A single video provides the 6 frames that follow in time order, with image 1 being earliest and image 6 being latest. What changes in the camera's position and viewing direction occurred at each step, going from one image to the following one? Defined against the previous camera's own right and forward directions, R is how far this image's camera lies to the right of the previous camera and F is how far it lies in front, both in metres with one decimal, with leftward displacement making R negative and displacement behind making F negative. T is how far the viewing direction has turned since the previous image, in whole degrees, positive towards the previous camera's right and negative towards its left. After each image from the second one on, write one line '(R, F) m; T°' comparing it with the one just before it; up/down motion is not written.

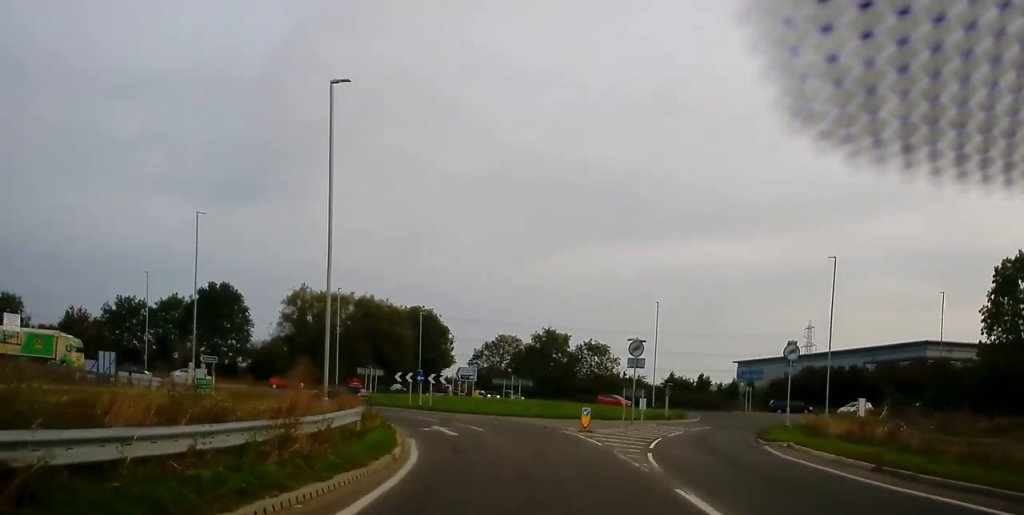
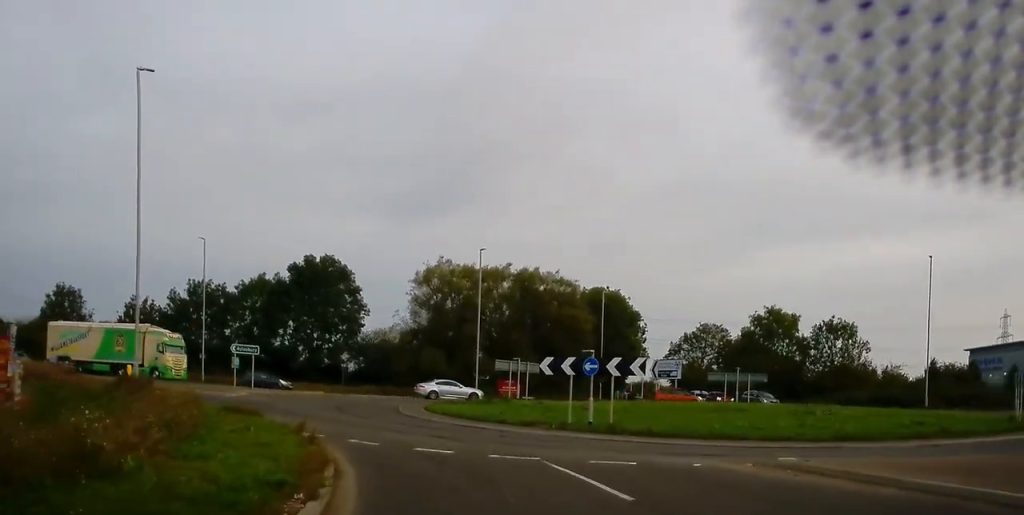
(-3.6, +29.8) m; -12°
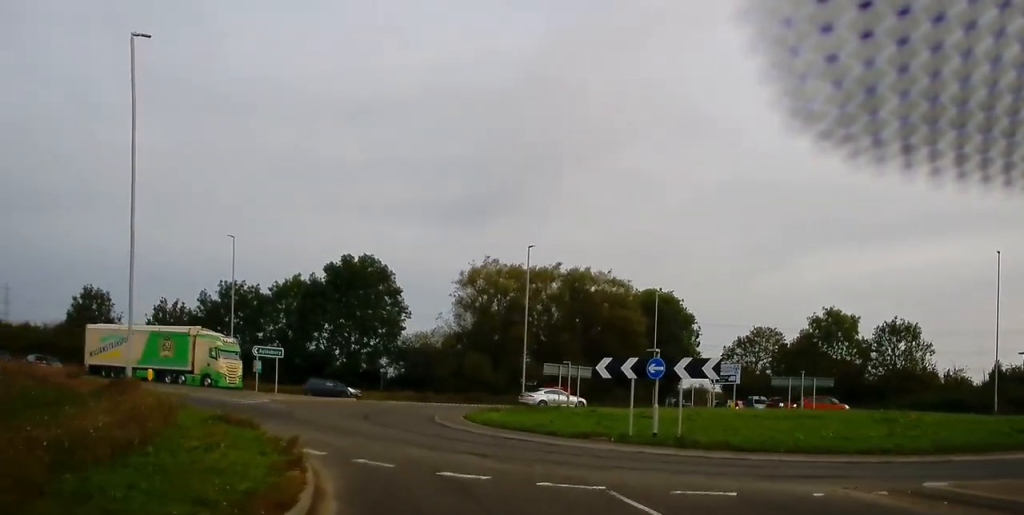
(0.0, +4.4) m; -3°
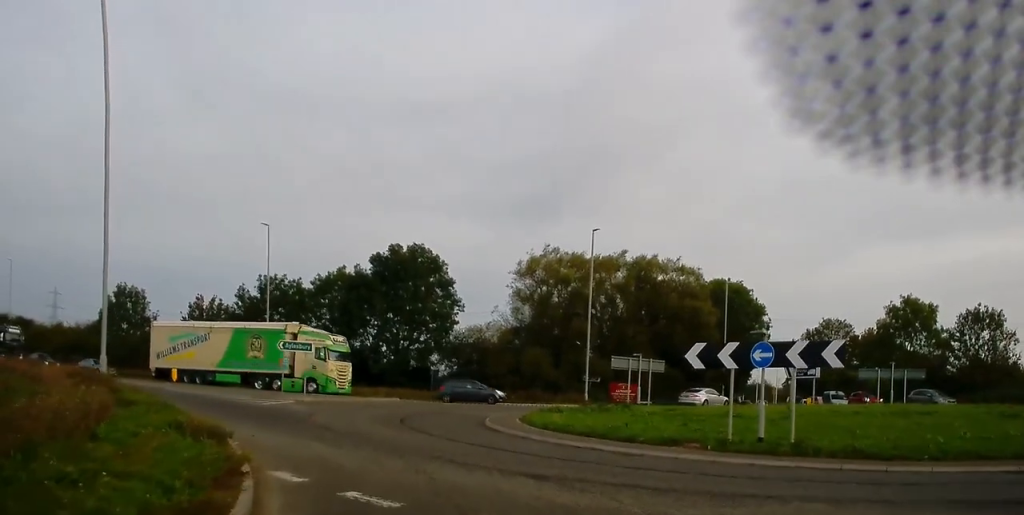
(-0.5, +5.6) m; -9°
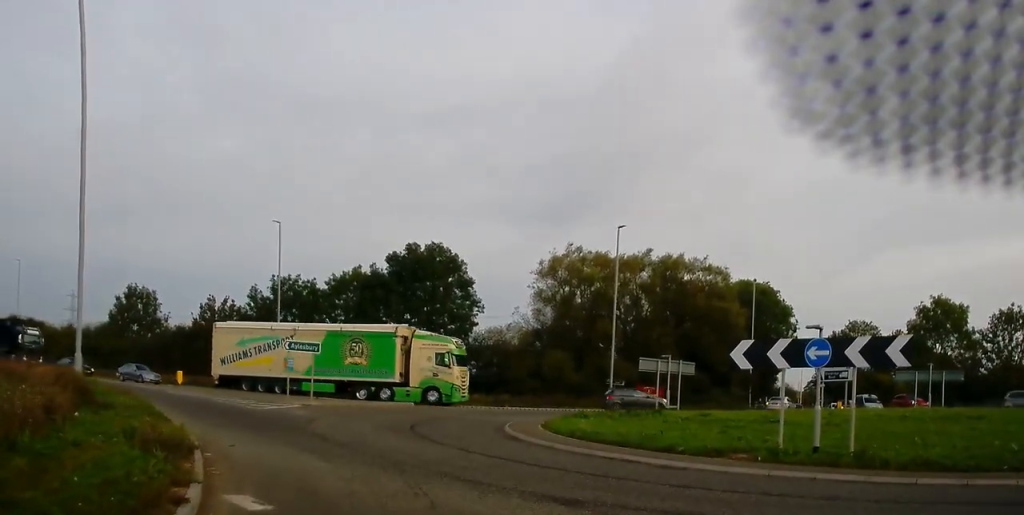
(-0.1, +3.0) m; -3°
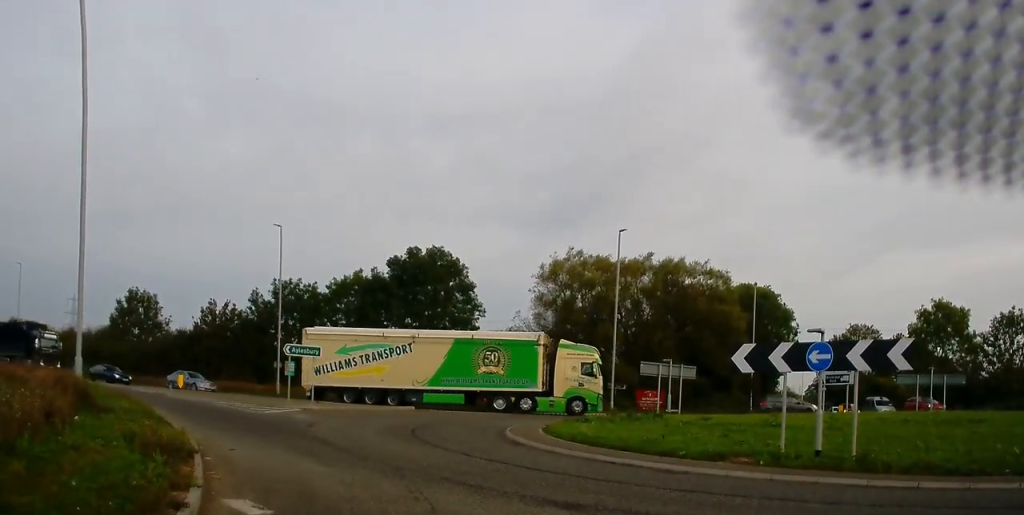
(+0.2, +0.8) m; 0°
